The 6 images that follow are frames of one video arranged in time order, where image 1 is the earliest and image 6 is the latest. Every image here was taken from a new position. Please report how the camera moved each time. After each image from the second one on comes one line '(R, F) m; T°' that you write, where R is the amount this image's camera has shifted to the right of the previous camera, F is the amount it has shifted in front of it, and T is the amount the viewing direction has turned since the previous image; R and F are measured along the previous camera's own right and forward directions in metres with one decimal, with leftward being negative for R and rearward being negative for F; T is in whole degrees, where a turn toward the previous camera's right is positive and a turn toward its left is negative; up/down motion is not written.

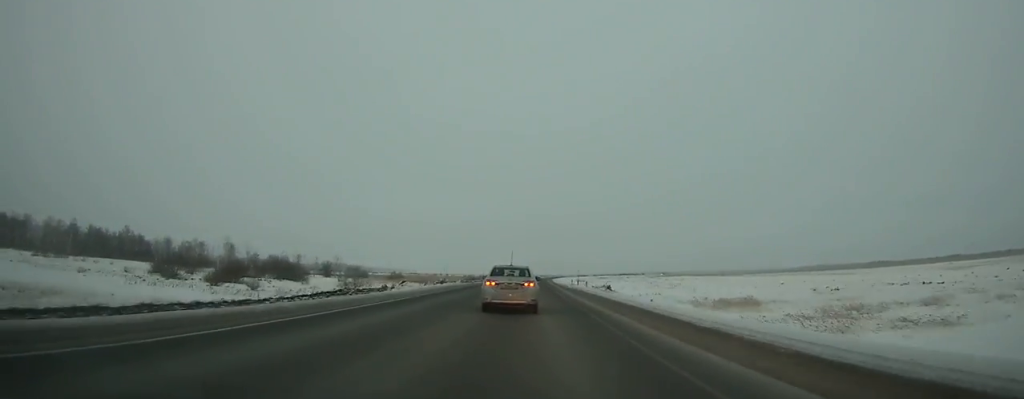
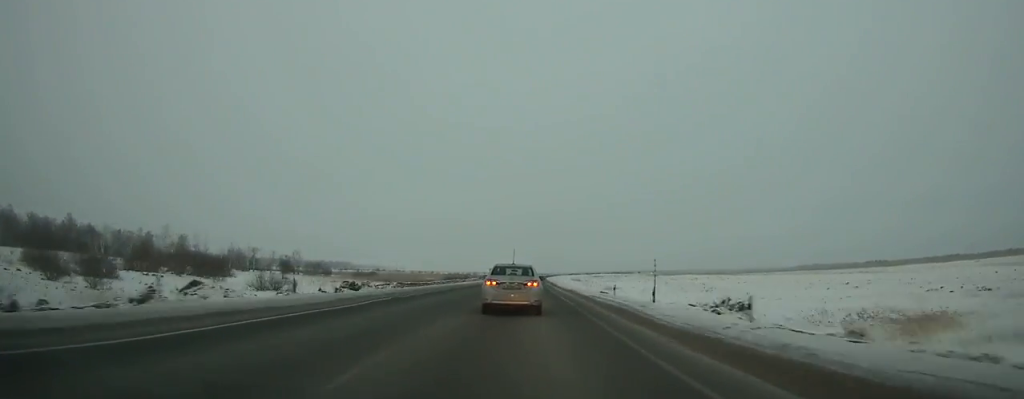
(+0.3, +40.3) m; +1°
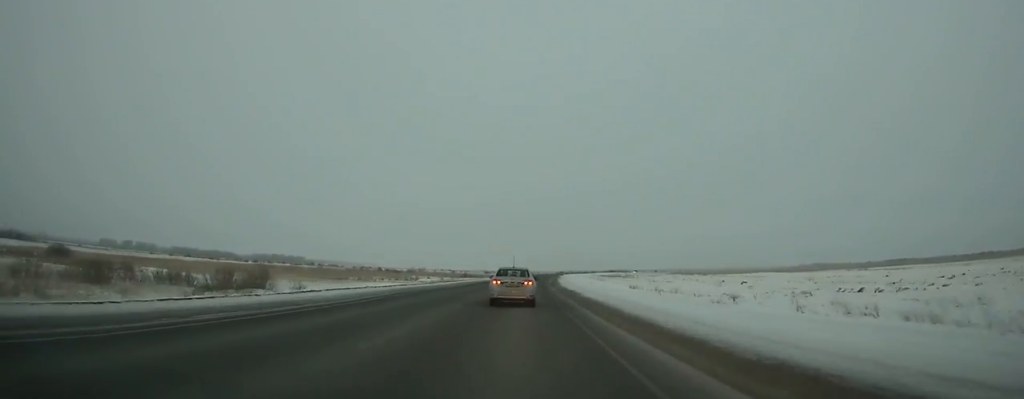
(+4.8, +213.8) m; +3°
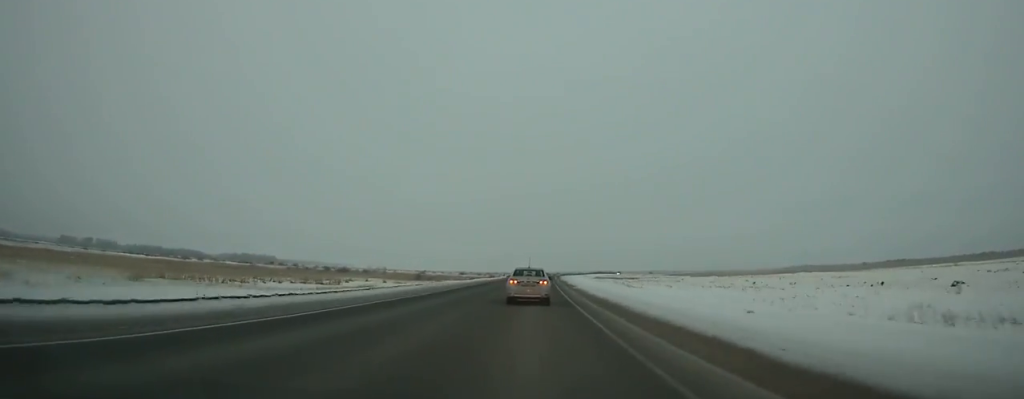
(+0.7, +70.7) m; +1°
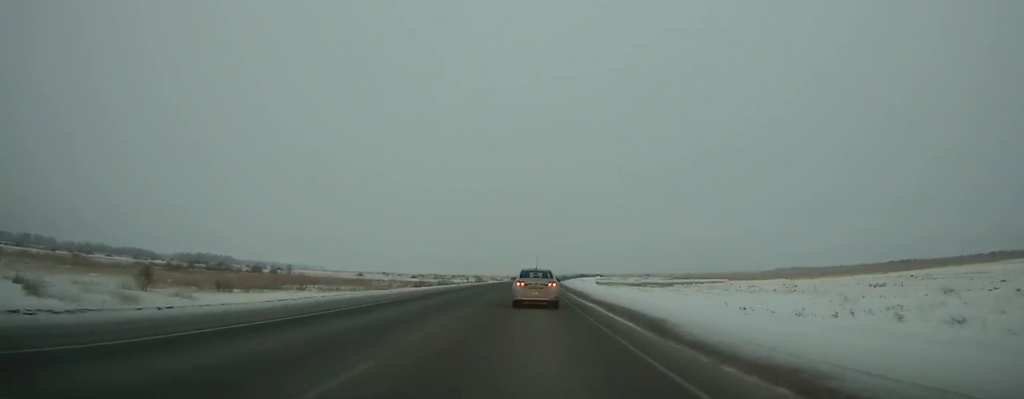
(+2.3, +110.8) m; +3°
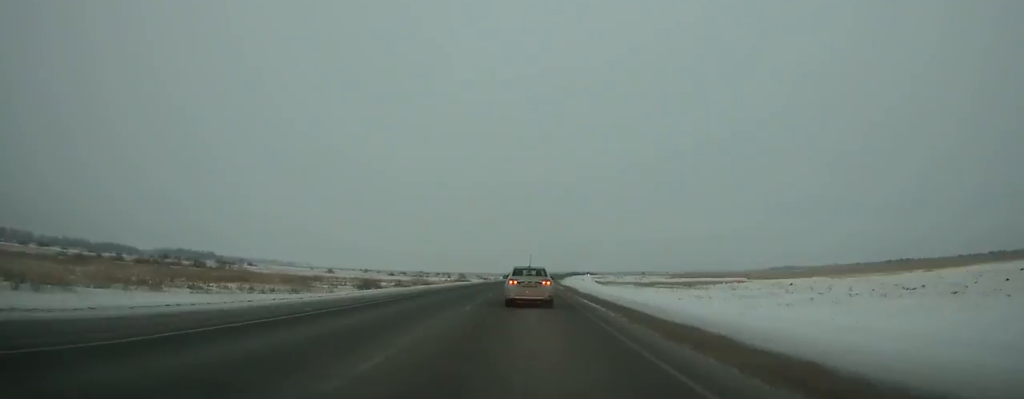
(+0.4, +34.9) m; +1°
